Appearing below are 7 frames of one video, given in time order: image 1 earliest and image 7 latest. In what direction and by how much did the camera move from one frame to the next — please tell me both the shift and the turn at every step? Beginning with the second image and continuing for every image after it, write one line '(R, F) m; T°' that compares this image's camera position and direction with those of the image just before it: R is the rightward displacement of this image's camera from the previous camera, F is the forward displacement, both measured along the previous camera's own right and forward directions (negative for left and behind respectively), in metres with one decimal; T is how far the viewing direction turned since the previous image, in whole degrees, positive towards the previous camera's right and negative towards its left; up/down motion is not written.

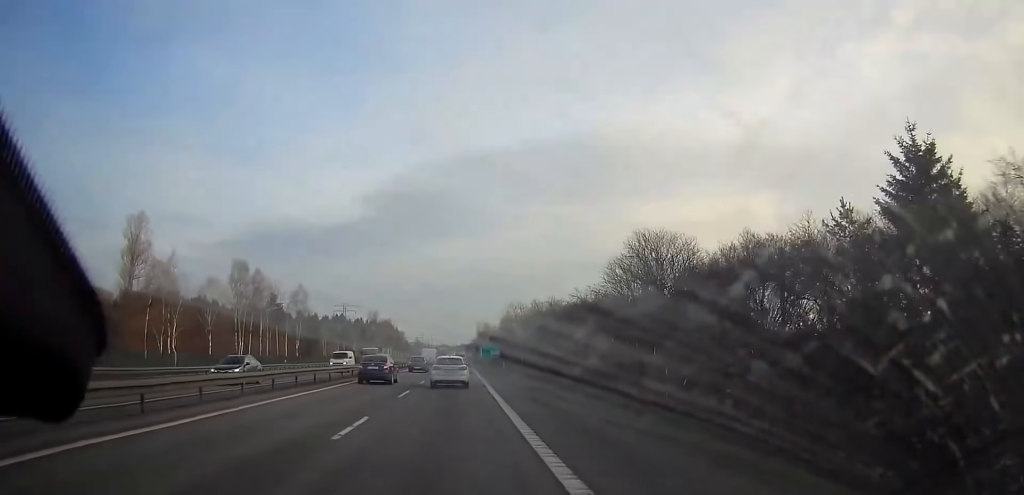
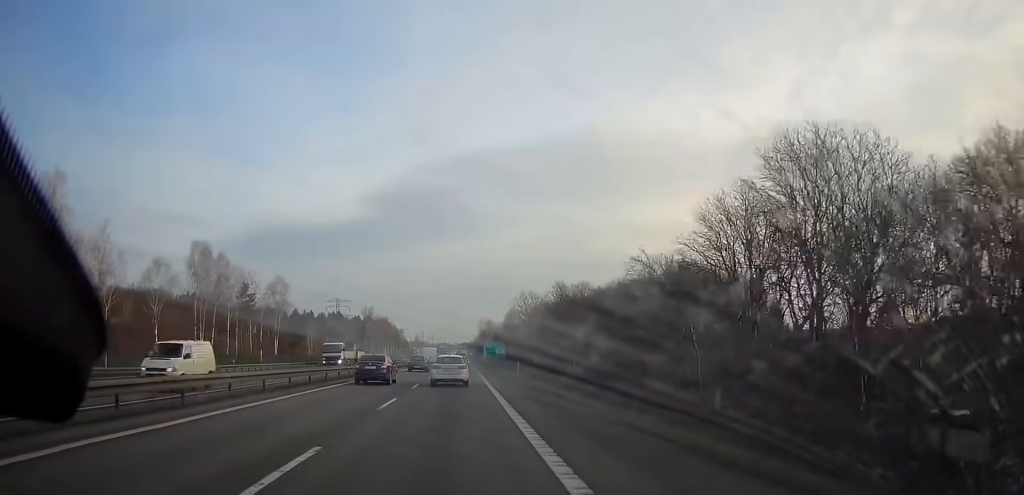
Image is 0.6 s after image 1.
(0.0, +17.4) m; 0°
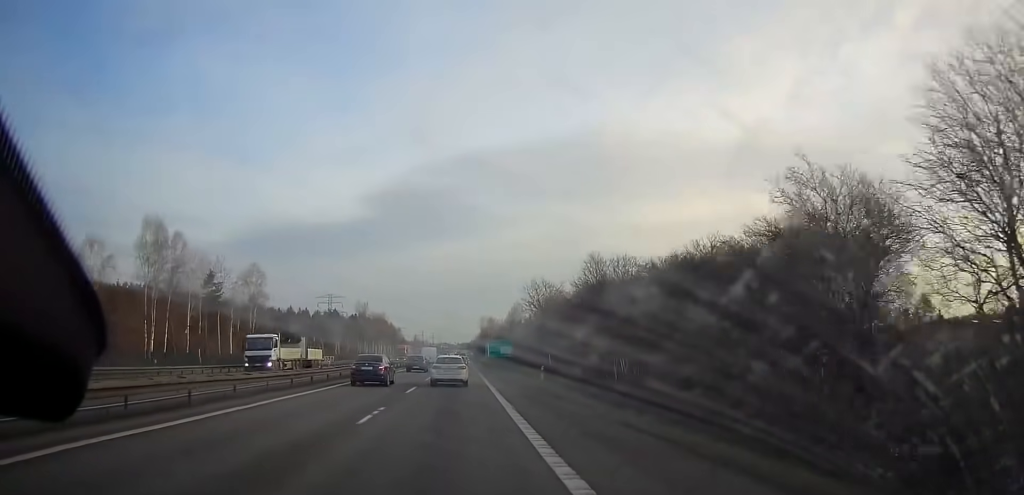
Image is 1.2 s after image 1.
(0.0, +15.6) m; 0°
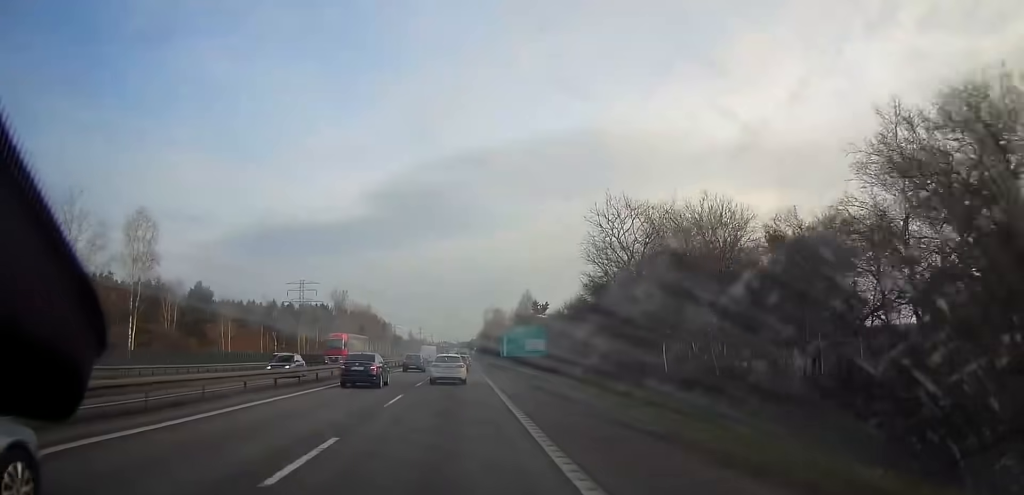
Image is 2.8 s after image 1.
(0.0, +43.1) m; 0°
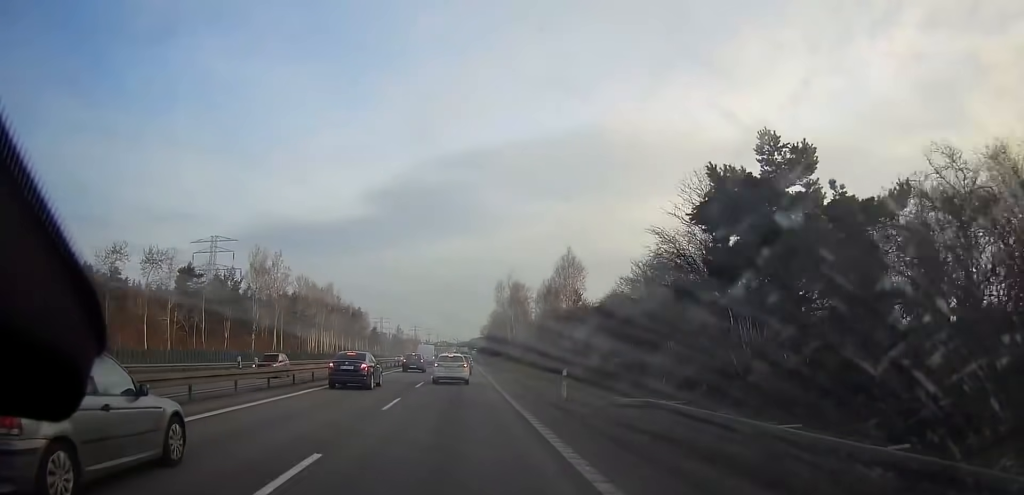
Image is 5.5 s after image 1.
(-0.2, +73.9) m; 0°
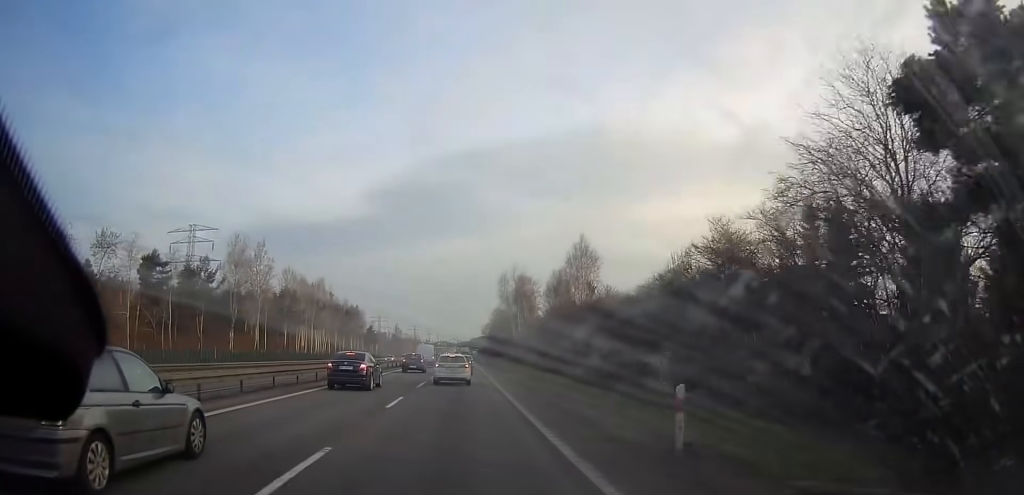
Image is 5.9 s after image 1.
(0.0, +11.4) m; 0°
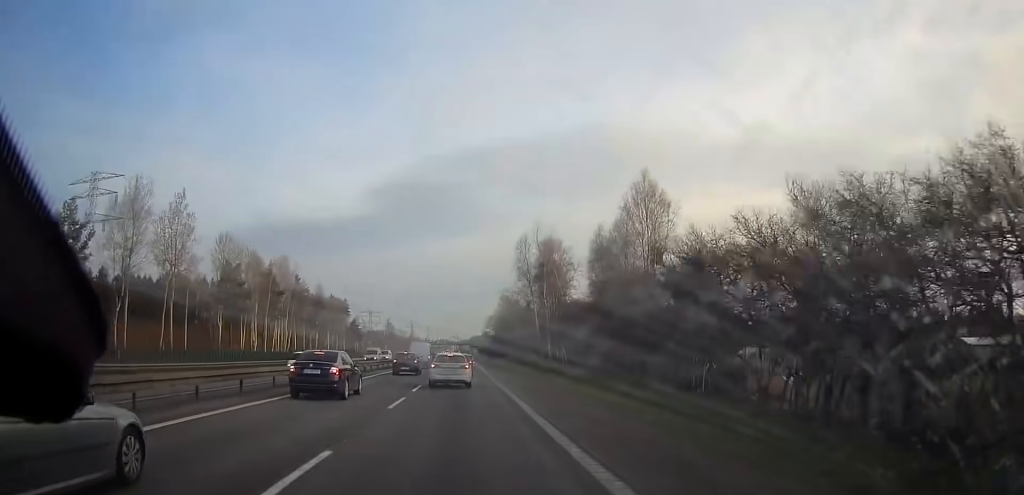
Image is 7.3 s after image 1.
(+0.1, +36.0) m; 0°
